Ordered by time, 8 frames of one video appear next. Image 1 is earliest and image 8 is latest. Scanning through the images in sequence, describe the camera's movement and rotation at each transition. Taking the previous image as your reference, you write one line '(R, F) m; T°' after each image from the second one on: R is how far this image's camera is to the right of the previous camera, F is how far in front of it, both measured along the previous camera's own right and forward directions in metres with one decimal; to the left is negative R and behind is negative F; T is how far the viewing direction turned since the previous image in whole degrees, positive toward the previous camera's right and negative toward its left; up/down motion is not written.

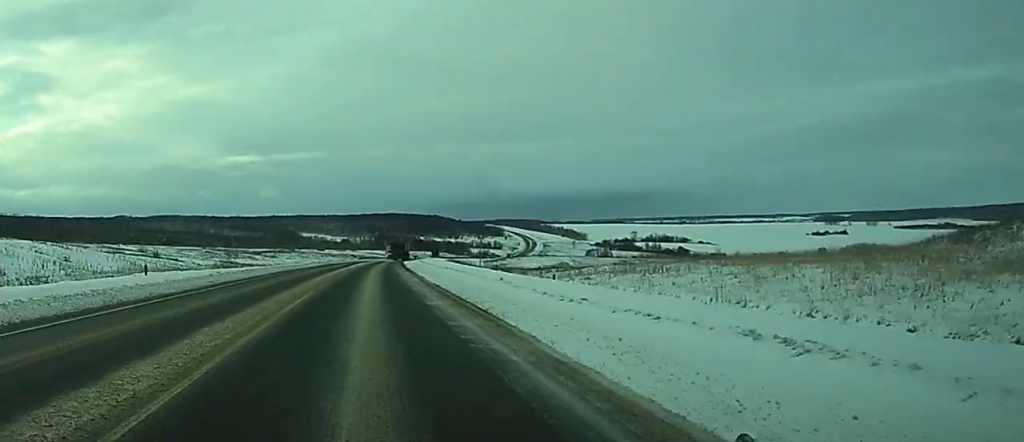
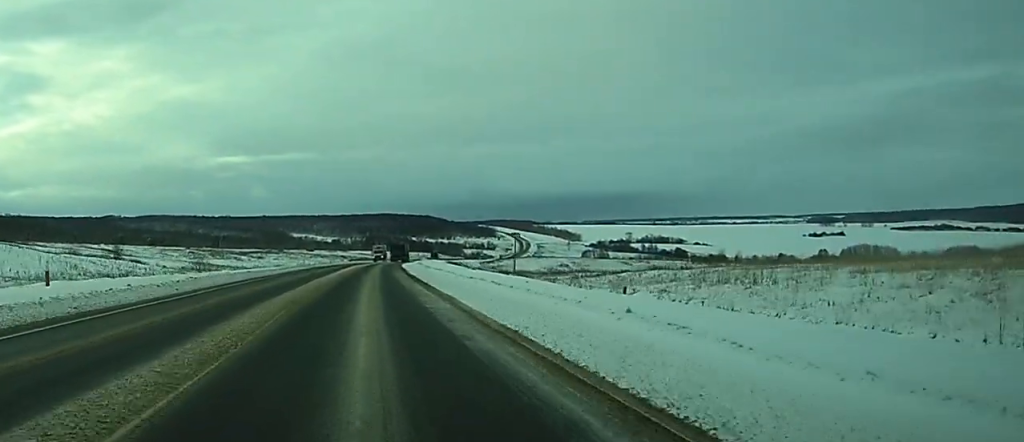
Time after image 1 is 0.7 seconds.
(0.0, +16.4) m; 0°
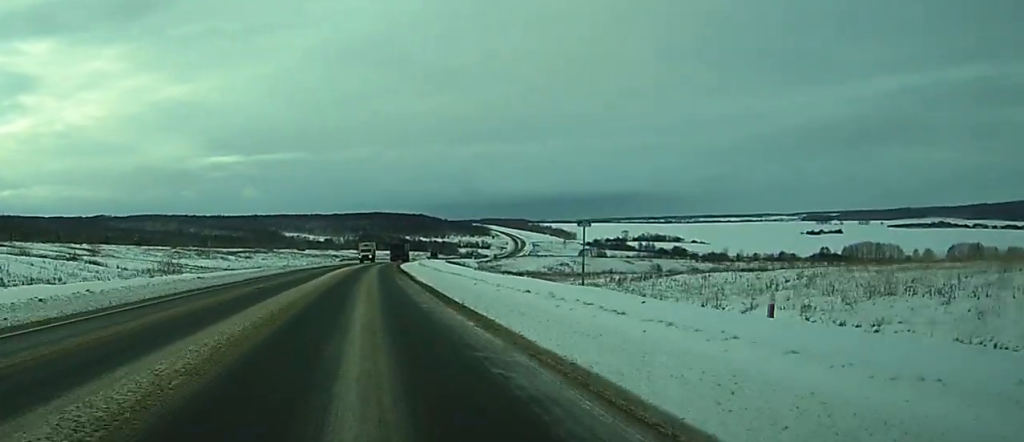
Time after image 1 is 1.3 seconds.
(0.0, +14.8) m; 0°
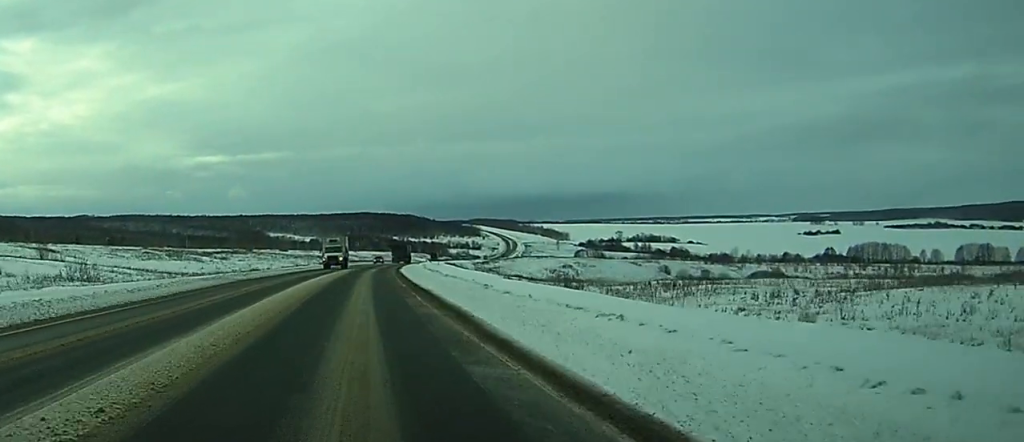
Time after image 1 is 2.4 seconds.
(+0.3, +28.0) m; +1°
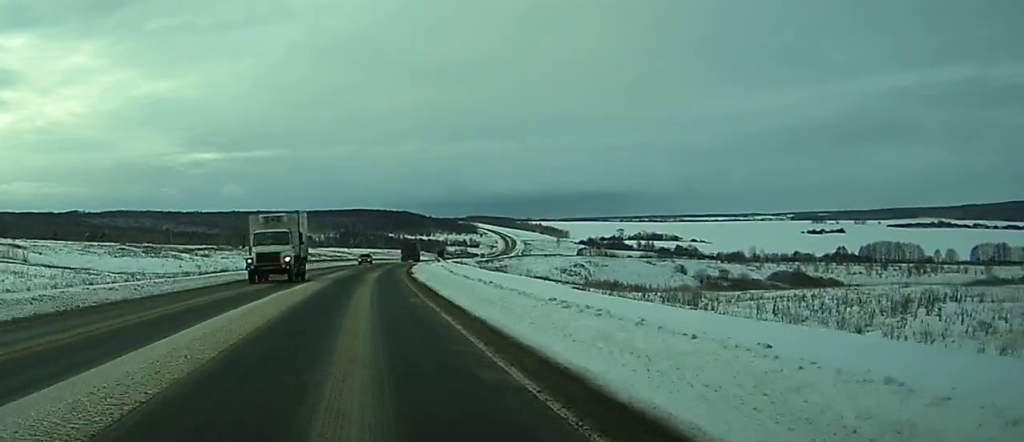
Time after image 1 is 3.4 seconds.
(+0.1, +25.7) m; +1°
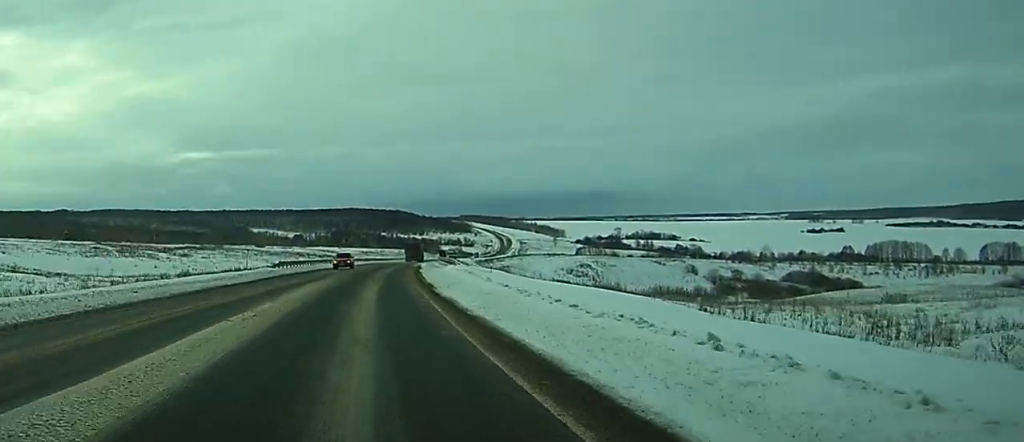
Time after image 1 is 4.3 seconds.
(+0.1, +20.8) m; +1°
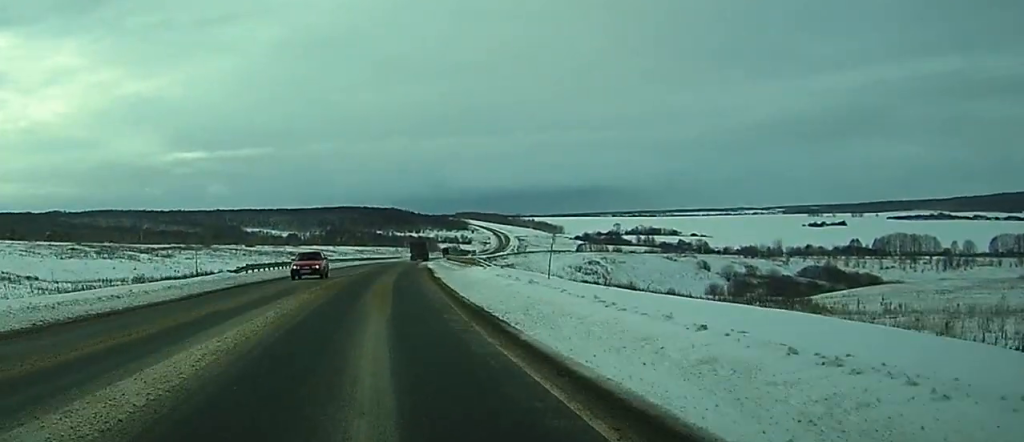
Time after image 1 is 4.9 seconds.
(+0.1, +16.6) m; +1°
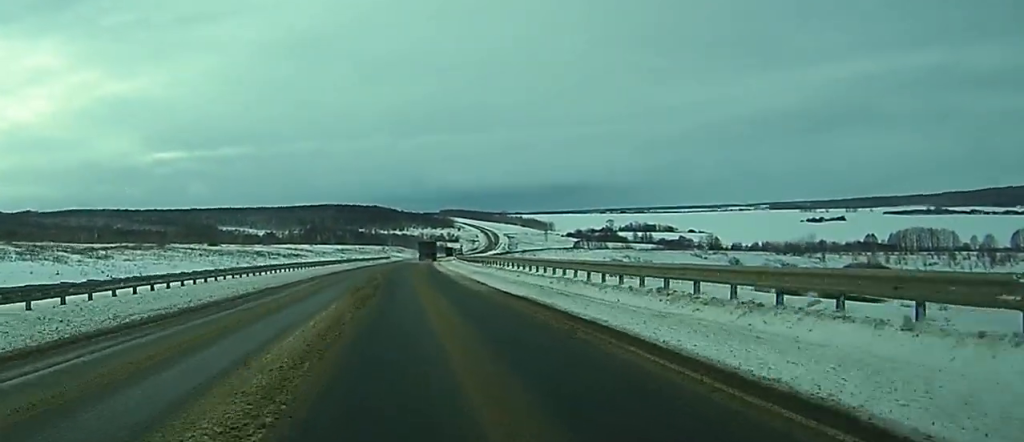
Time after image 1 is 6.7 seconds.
(+0.6, +44.2) m; +1°
